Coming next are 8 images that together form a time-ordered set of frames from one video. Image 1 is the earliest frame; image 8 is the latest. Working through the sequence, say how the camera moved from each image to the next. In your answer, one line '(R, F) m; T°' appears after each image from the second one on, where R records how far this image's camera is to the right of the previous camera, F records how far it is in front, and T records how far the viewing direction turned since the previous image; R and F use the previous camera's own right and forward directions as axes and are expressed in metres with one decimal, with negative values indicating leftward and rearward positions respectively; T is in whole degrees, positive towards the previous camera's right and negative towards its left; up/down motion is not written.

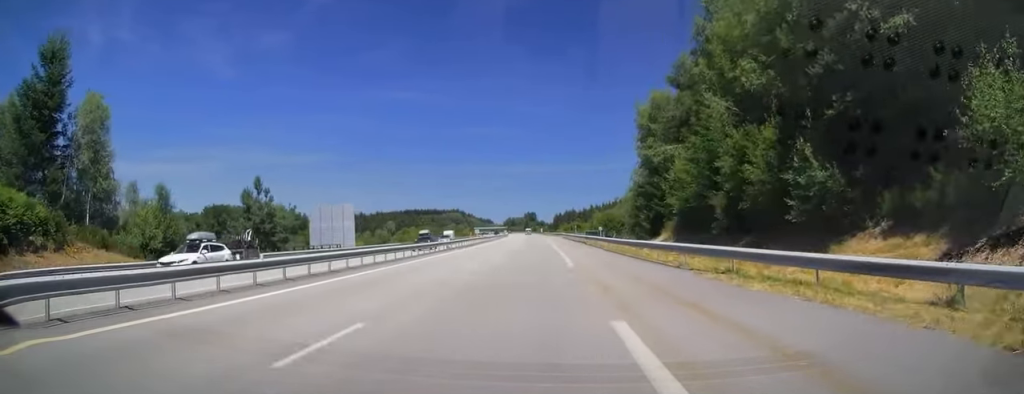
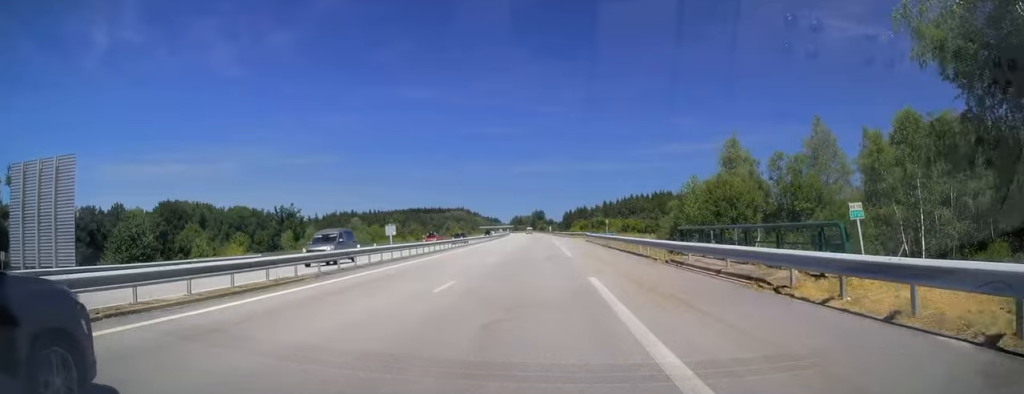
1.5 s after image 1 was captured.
(0.0, +44.4) m; -1°
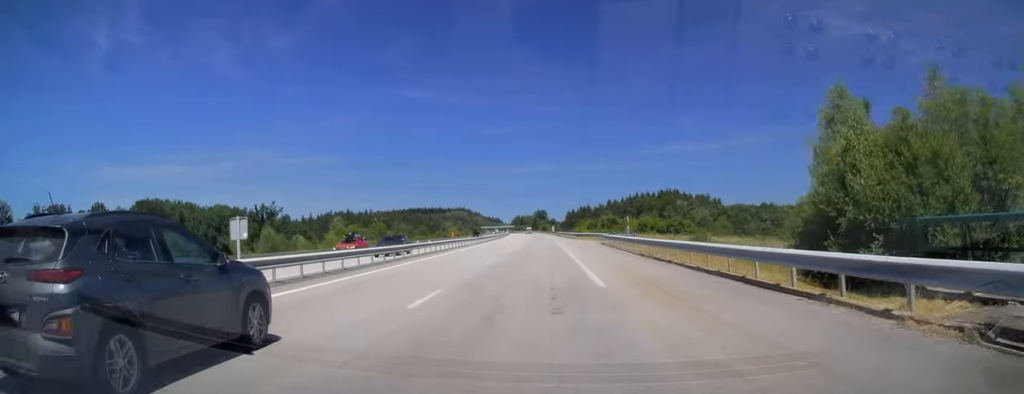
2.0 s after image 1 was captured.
(-0.1, +15.7) m; -1°
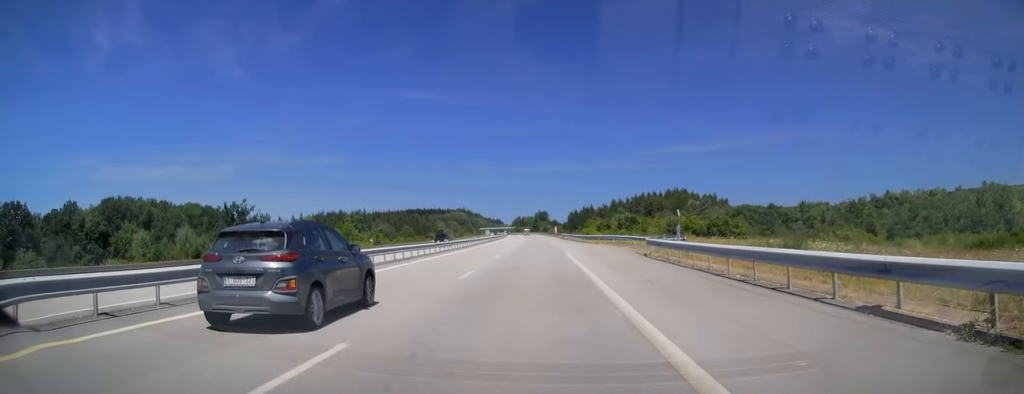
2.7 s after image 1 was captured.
(-0.1, +19.7) m; 0°
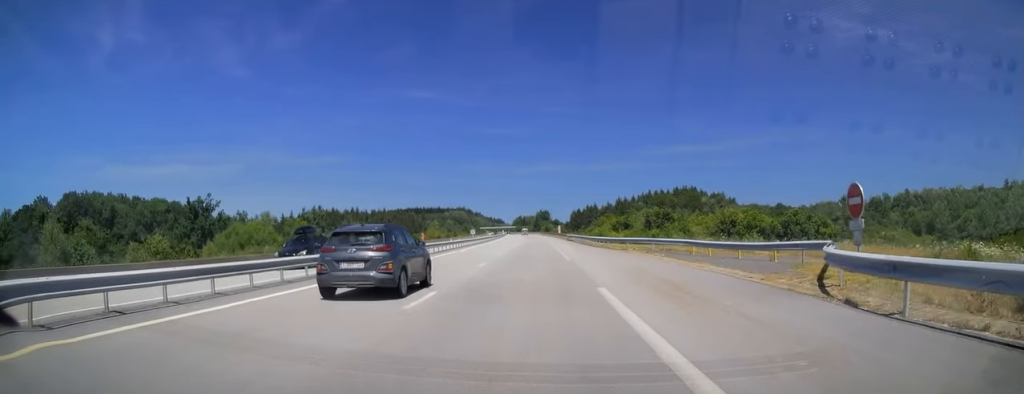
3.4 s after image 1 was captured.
(-0.1, +19.7) m; 0°
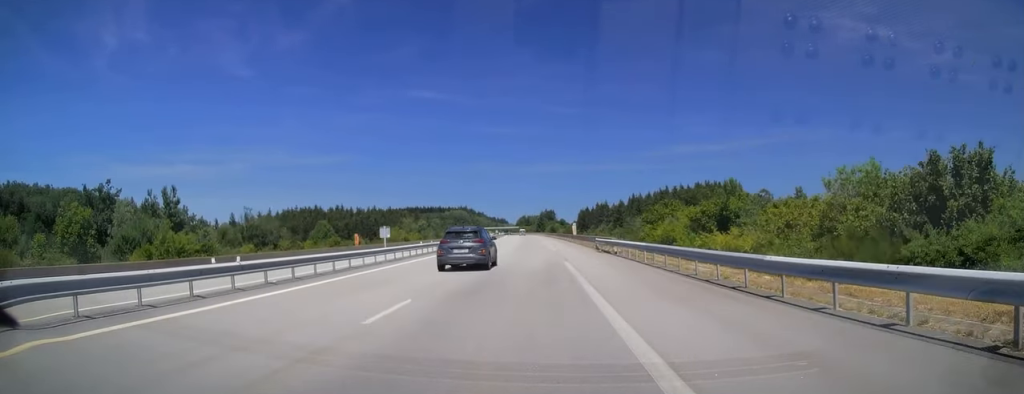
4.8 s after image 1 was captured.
(+0.1, +40.9) m; 0°
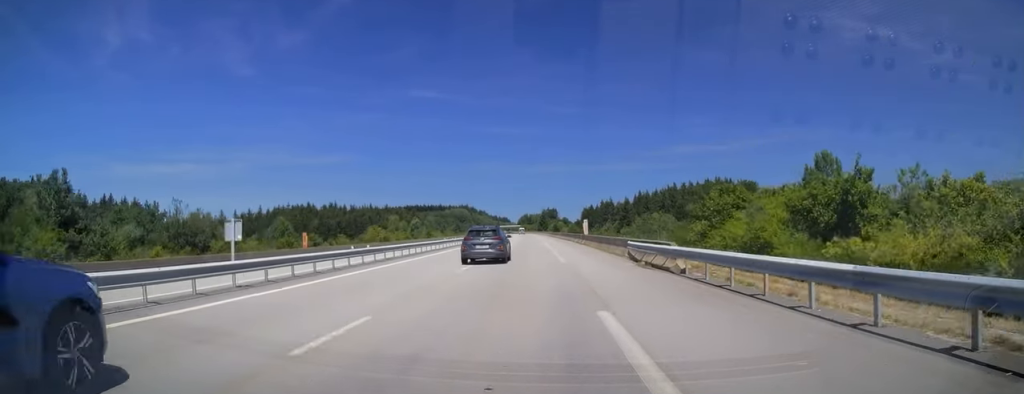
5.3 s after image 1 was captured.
(0.0, +15.7) m; 0°
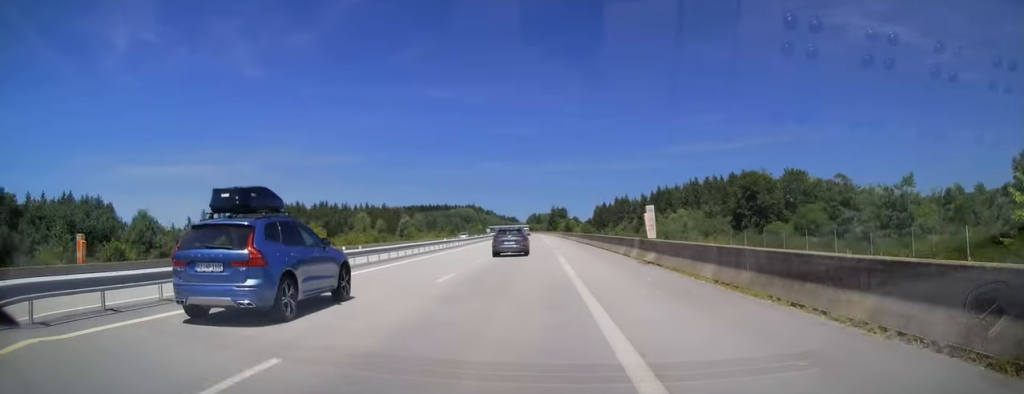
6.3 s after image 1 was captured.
(-0.3, +29.5) m; -1°
